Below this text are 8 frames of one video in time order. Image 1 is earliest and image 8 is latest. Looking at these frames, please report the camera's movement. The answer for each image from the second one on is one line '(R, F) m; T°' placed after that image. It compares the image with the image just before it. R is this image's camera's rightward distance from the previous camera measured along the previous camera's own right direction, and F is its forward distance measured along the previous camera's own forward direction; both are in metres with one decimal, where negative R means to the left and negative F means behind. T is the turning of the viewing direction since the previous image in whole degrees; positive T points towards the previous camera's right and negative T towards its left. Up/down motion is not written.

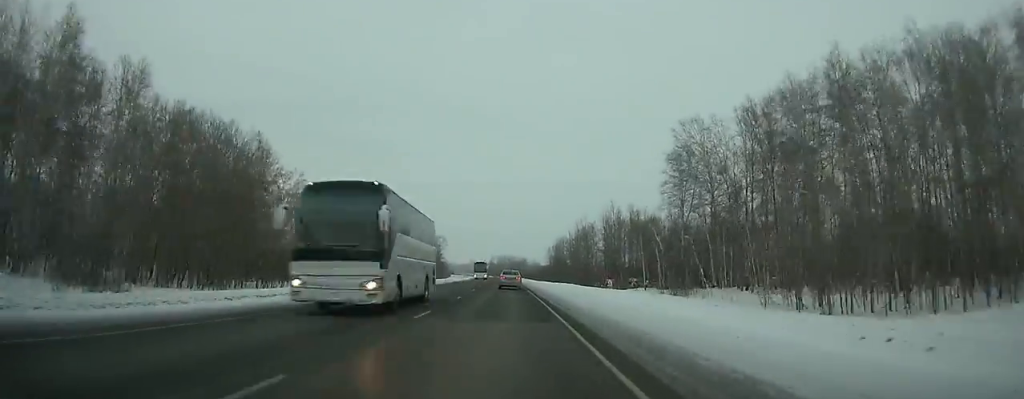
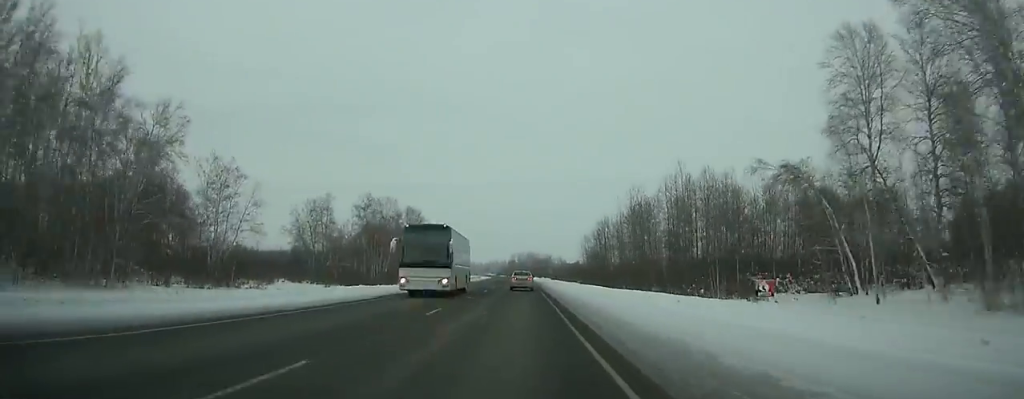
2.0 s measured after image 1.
(-0.8, +47.8) m; -1°
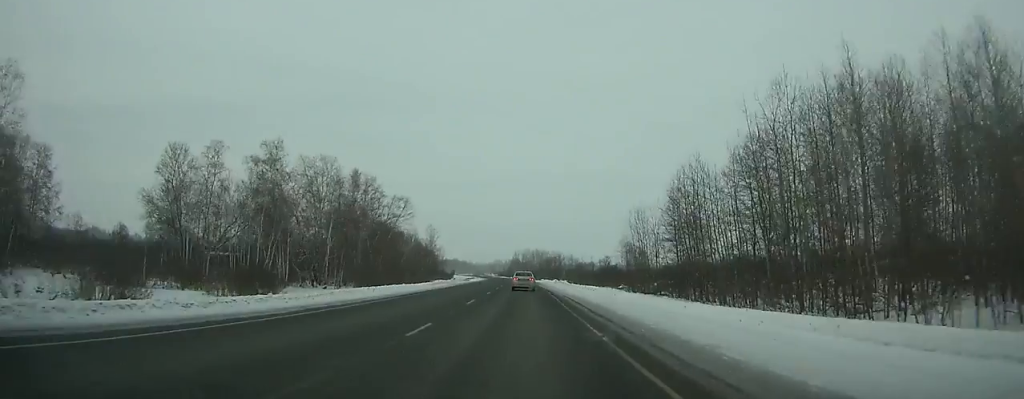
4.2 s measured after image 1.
(-0.4, +52.7) m; -1°
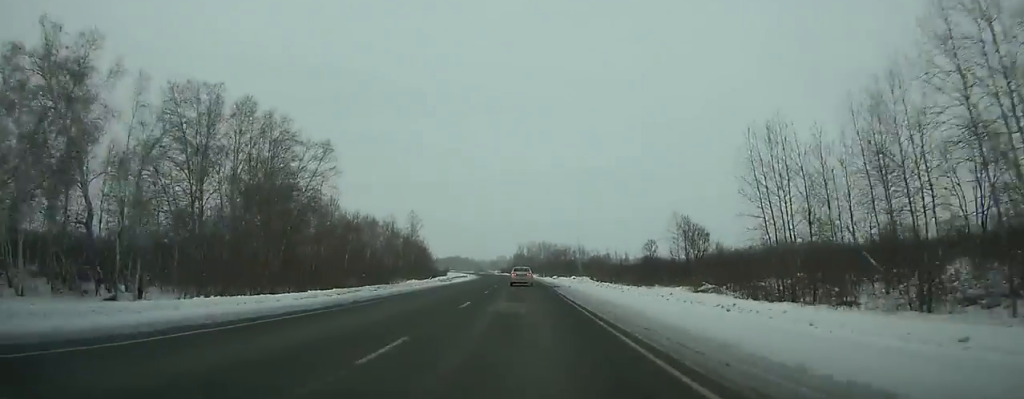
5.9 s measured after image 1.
(+0.1, +40.8) m; 0°
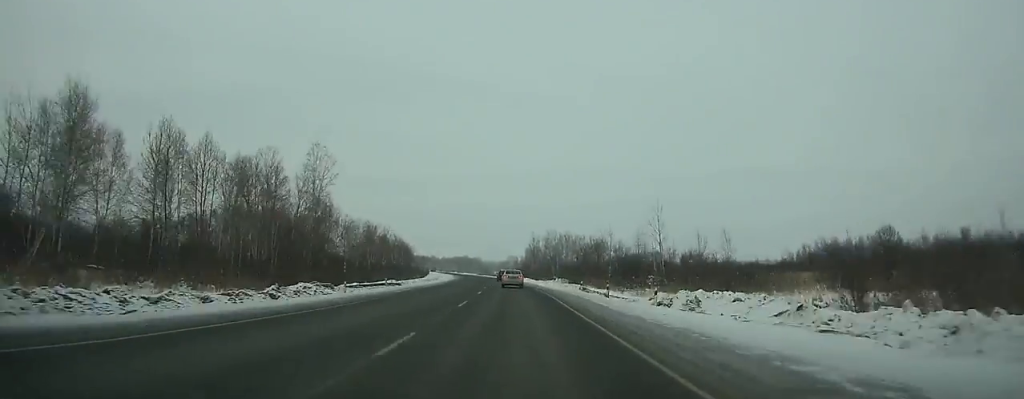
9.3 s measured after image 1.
(-1.6, +82.8) m; -3°
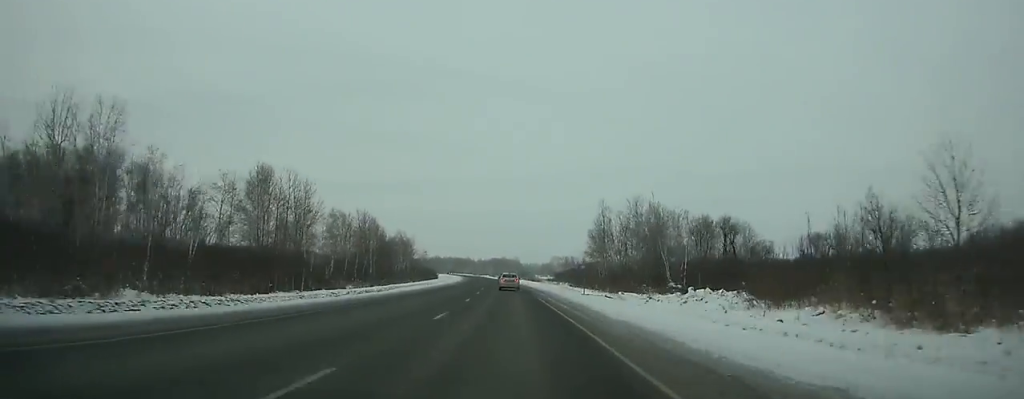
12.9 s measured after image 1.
(-3.3, +88.9) m; -4°
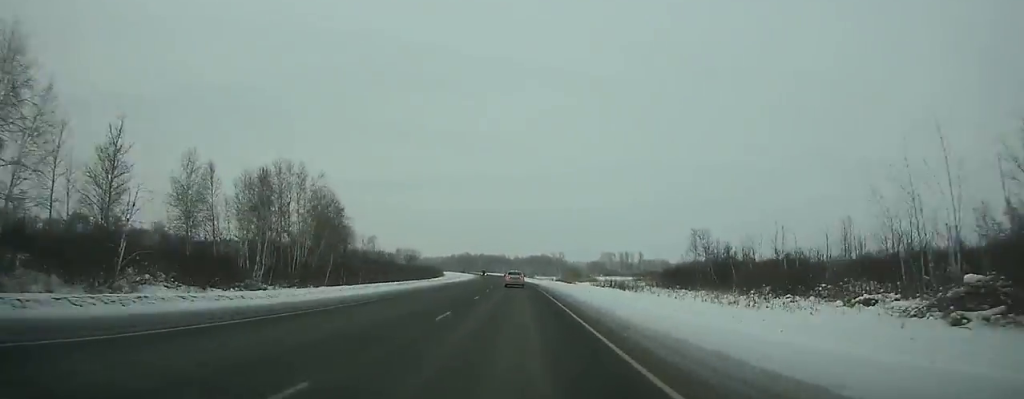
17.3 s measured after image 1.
(-2.9, +109.0) m; -3°
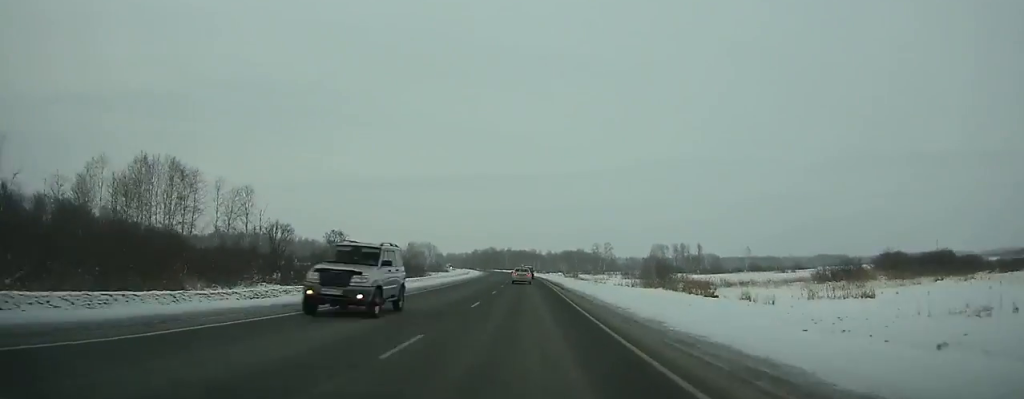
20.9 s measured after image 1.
(-1.9, +87.6) m; -2°
